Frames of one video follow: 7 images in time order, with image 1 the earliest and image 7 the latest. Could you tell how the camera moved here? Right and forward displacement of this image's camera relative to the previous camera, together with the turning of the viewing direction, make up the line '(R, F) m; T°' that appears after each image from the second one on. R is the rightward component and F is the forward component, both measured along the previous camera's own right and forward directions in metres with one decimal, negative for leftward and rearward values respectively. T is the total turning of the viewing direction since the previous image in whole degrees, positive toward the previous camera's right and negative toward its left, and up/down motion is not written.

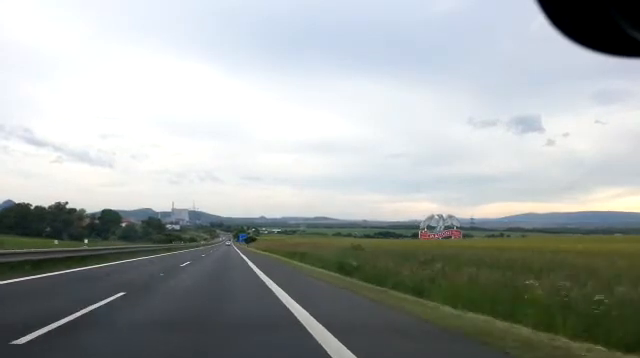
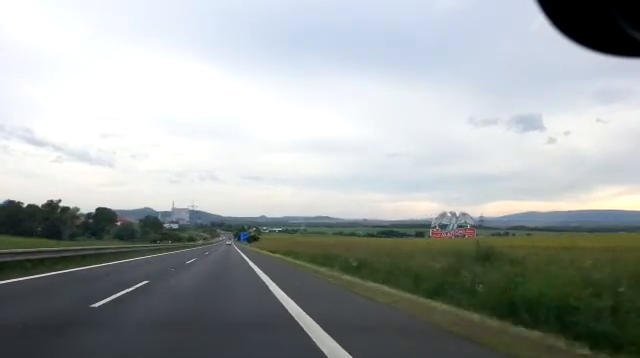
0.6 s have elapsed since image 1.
(+0.1, +15.4) m; 0°
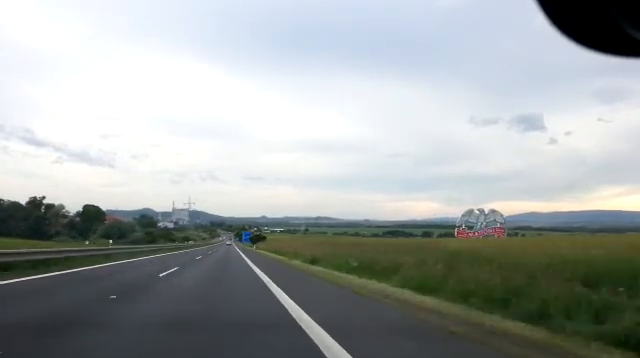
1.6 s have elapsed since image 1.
(-0.4, +29.1) m; -1°
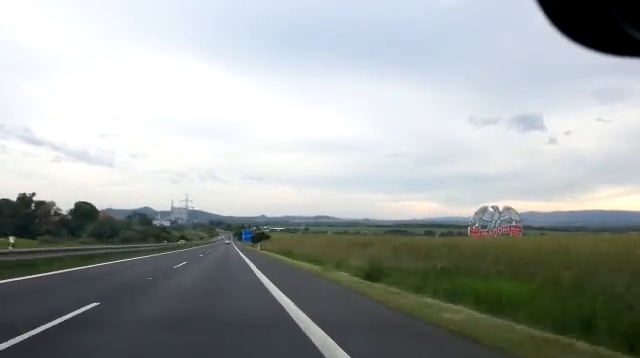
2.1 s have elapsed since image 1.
(0.0, +13.6) m; 0°
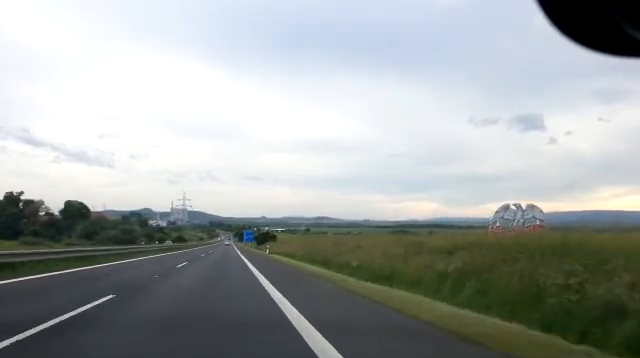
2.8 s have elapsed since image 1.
(0.0, +17.3) m; 0°
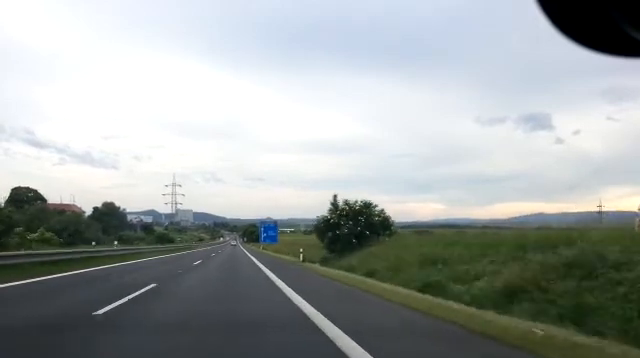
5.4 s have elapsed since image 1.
(+0.8, +72.1) m; 0°
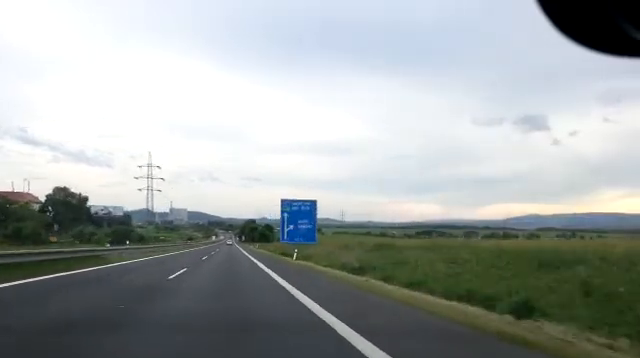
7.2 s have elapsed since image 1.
(-0.2, +48.4) m; 0°
